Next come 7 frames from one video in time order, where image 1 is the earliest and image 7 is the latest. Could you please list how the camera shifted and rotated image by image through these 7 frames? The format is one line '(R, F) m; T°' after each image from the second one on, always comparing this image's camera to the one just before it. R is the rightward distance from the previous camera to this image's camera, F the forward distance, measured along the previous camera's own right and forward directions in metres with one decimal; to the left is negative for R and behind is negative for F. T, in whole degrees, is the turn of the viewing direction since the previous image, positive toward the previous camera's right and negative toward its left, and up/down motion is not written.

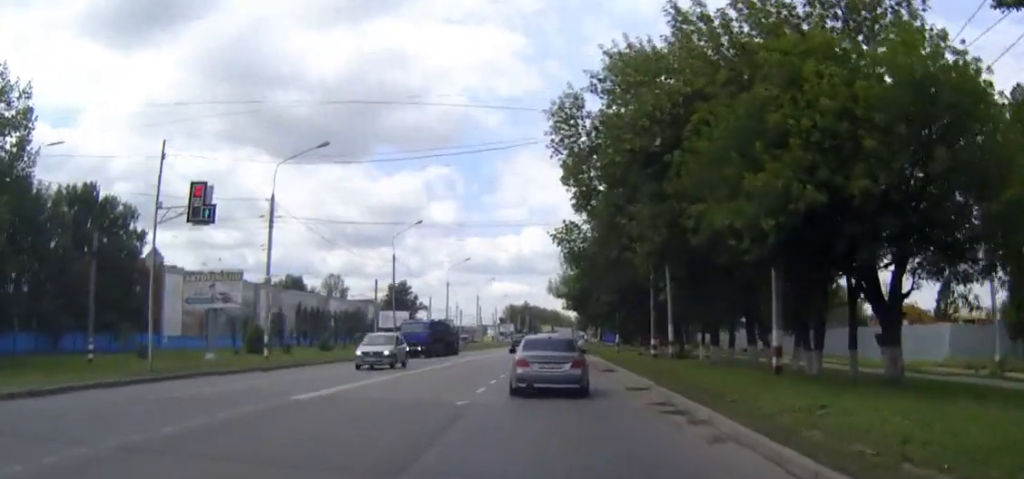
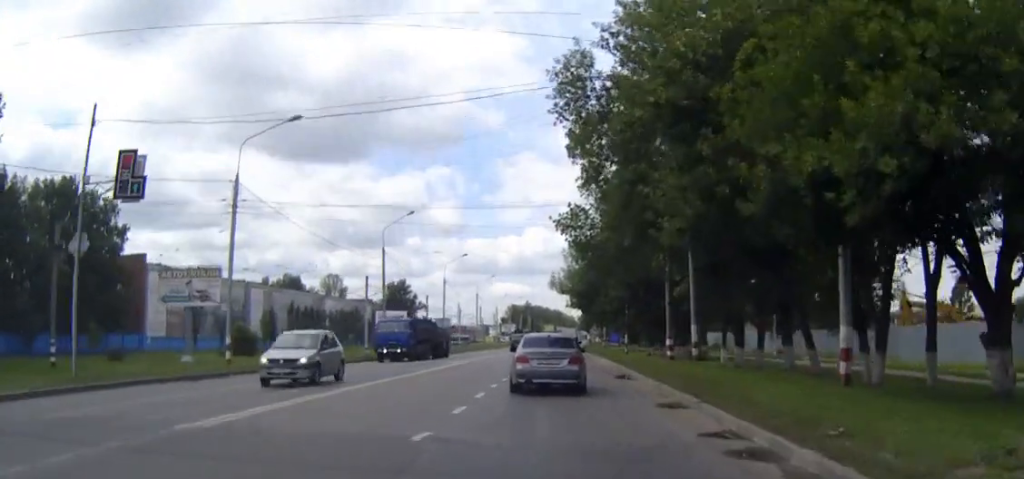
(0.0, +5.5) m; 0°
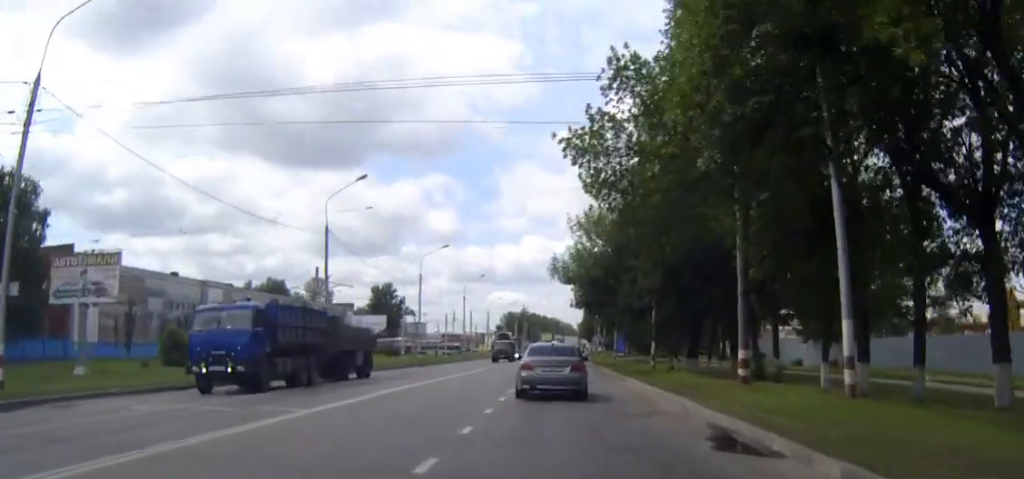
(0.0, +17.3) m; -1°
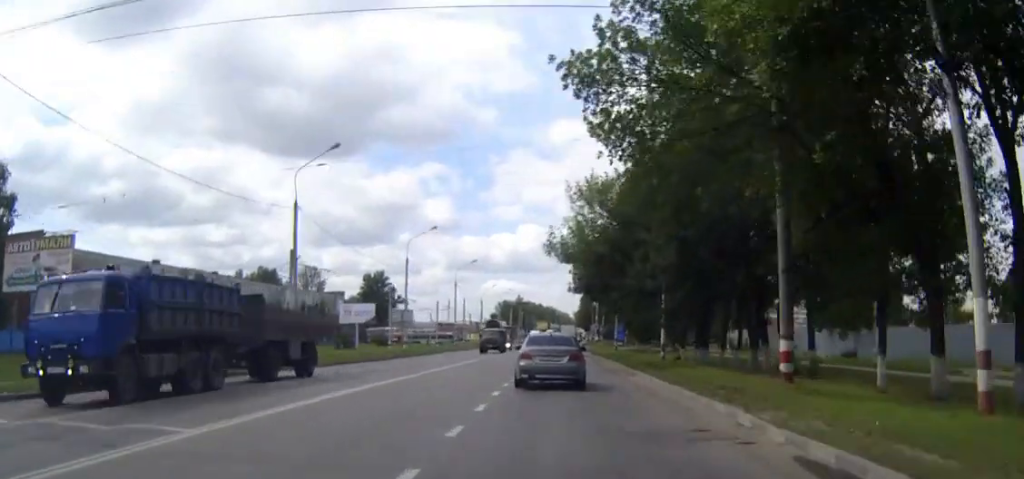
(0.0, +5.6) m; 0°
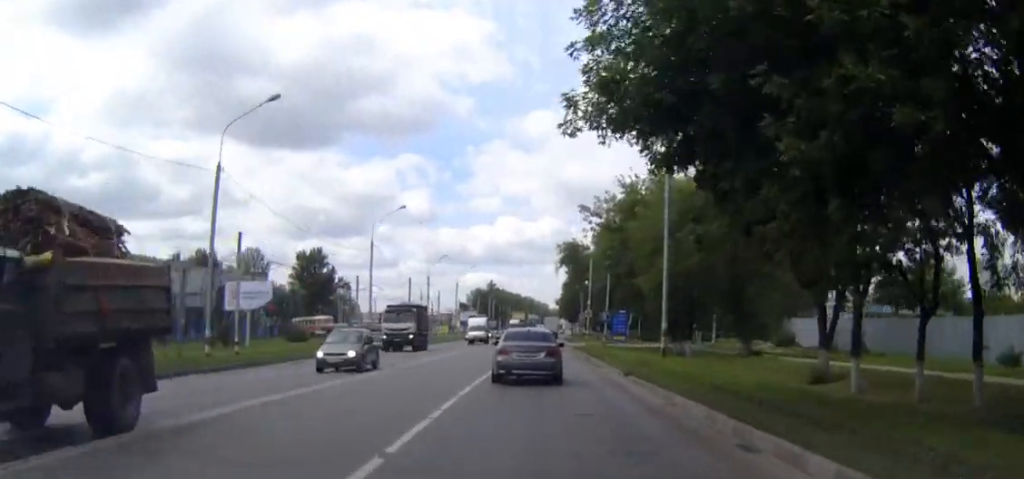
(+1.1, +40.8) m; +3°
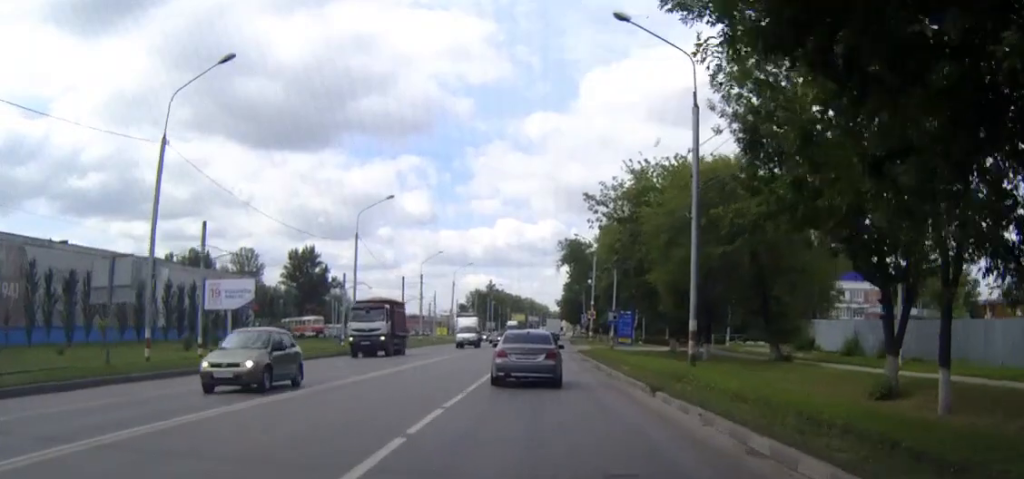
(0.0, +5.9) m; 0°
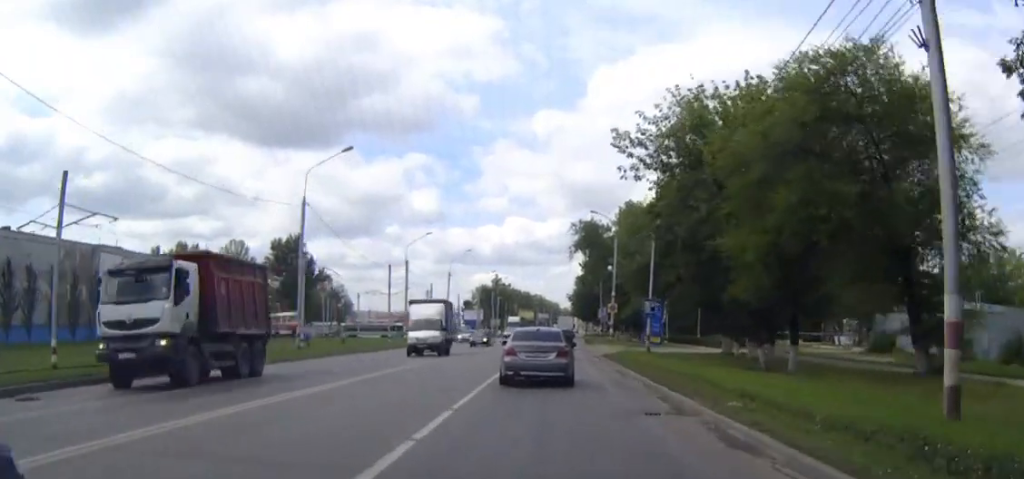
(-0.2, +16.7) m; -1°
